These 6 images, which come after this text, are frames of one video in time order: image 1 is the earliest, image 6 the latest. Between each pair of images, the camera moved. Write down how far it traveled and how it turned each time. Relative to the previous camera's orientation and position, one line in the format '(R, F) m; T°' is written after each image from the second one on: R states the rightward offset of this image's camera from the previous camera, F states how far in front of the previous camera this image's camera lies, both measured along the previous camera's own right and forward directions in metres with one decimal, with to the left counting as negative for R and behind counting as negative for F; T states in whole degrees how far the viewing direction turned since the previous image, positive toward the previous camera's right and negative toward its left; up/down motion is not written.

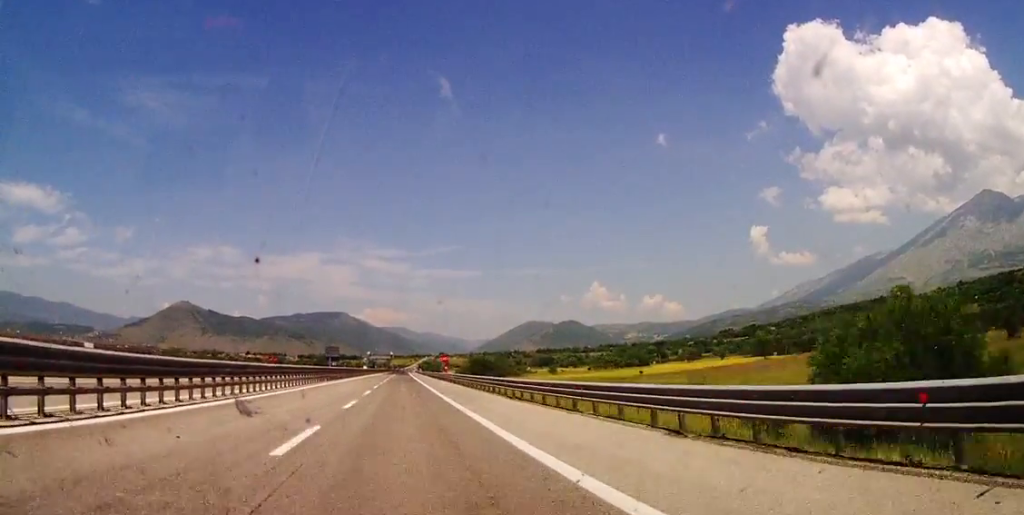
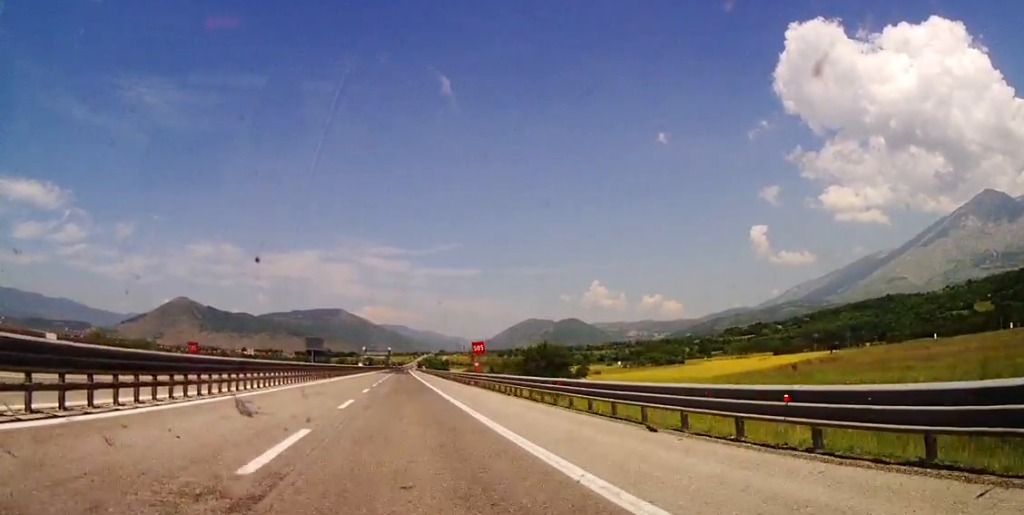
(0.0, +38.2) m; 0°
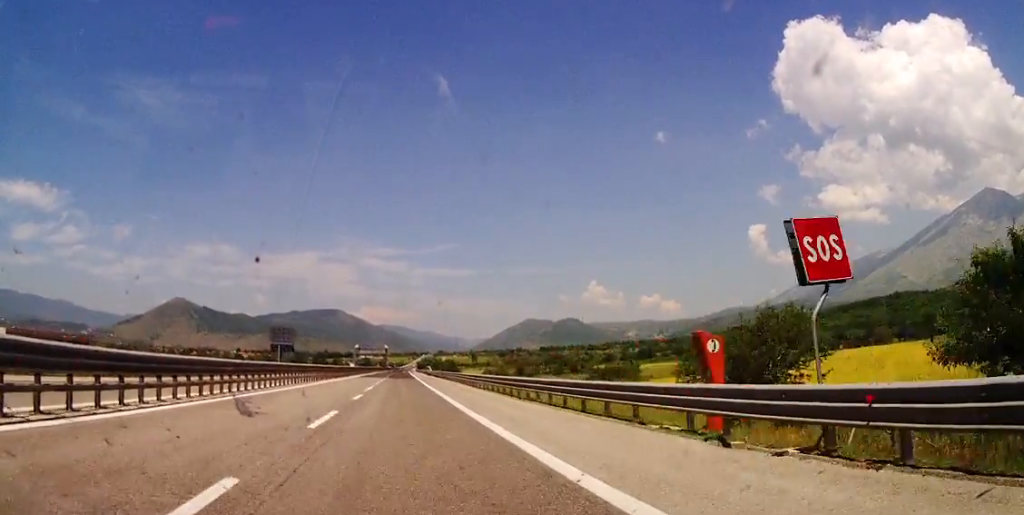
(+0.1, +42.6) m; 0°
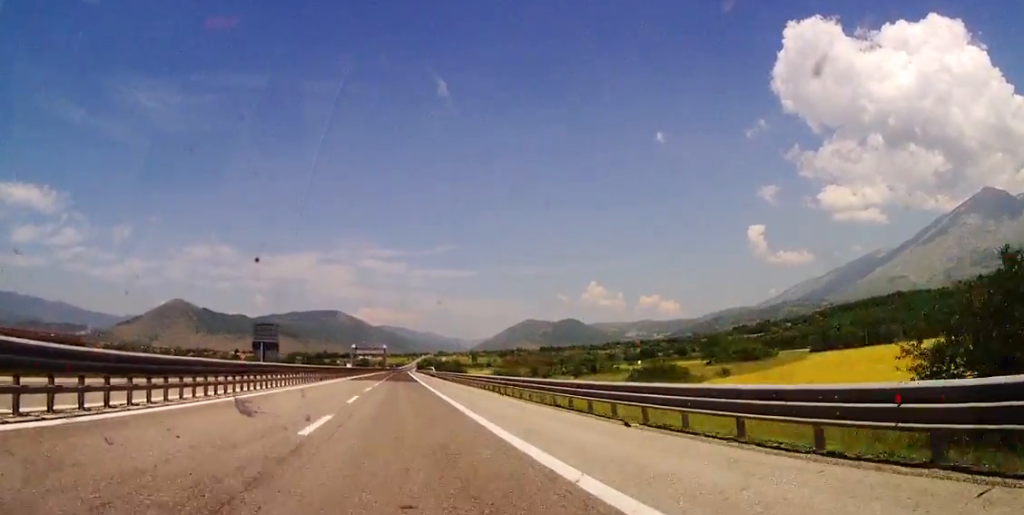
(+0.1, +14.1) m; 0°
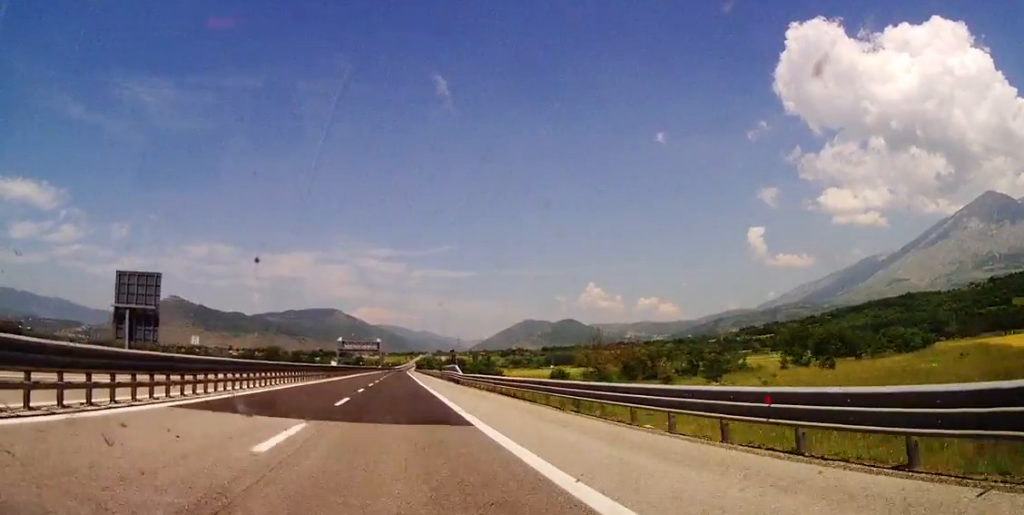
(0.0, +51.6) m; -1°
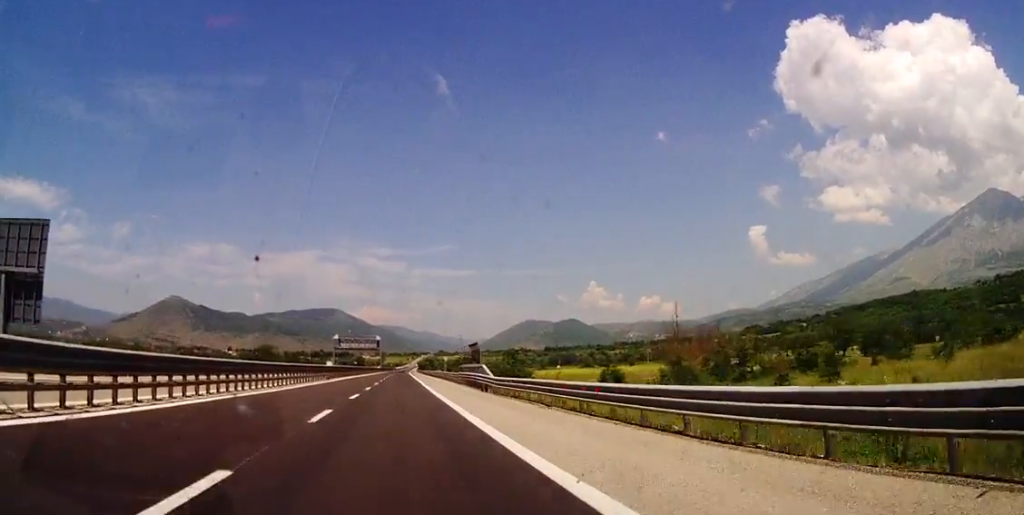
(-0.2, +18.6) m; 0°
